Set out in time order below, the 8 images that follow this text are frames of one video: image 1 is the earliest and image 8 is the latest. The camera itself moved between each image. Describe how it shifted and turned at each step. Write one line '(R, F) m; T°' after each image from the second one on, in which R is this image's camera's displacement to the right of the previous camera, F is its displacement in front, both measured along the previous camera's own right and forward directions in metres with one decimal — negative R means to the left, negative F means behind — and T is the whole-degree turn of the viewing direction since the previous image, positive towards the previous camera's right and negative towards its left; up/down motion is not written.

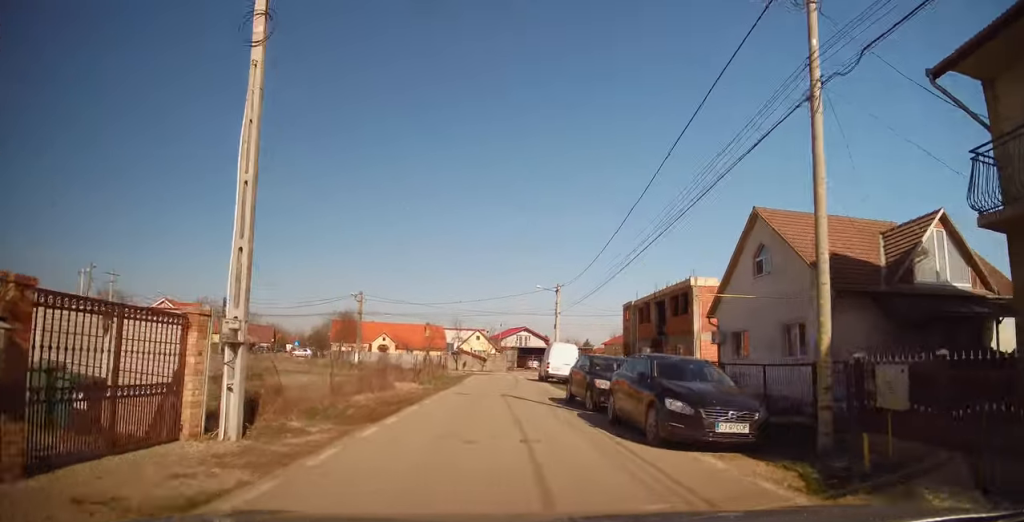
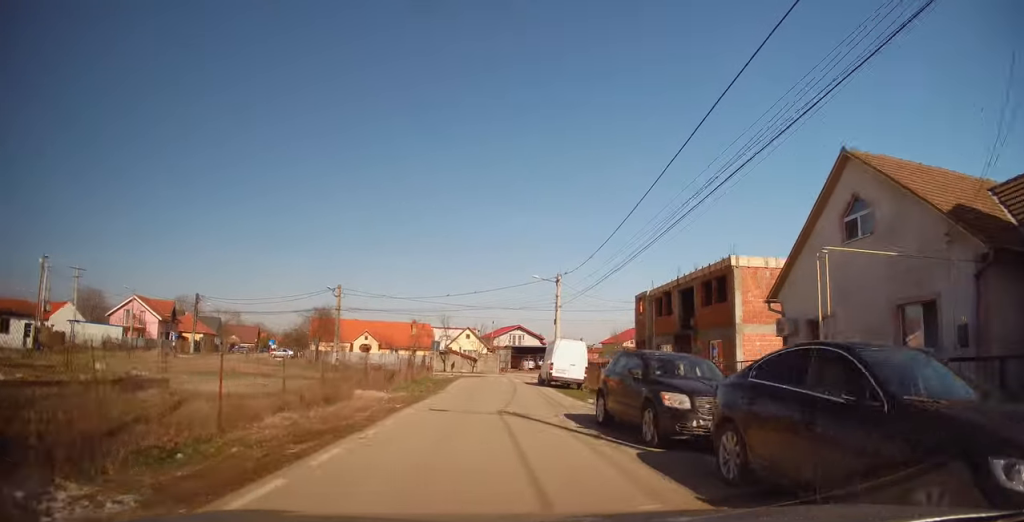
(0.0, +6.0) m; 0°
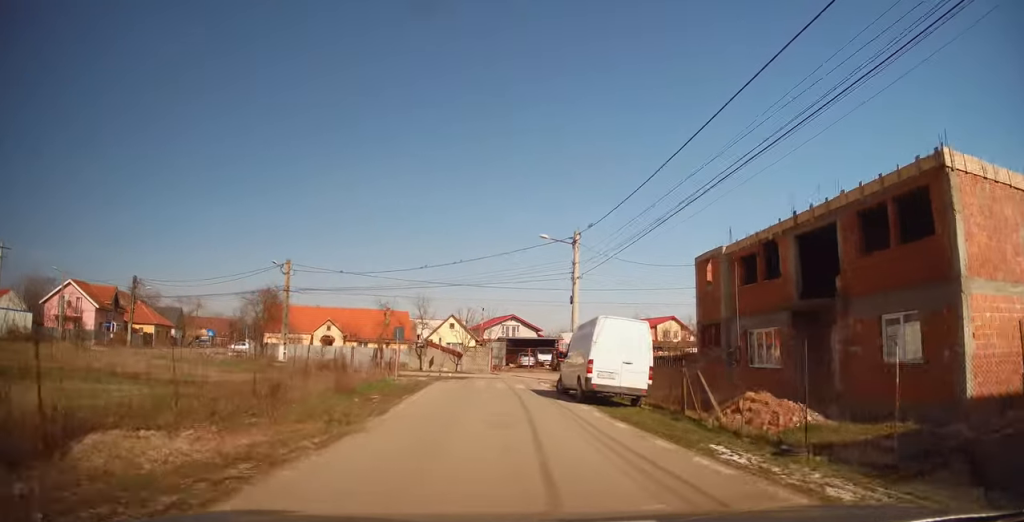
(-0.2, +12.6) m; -2°
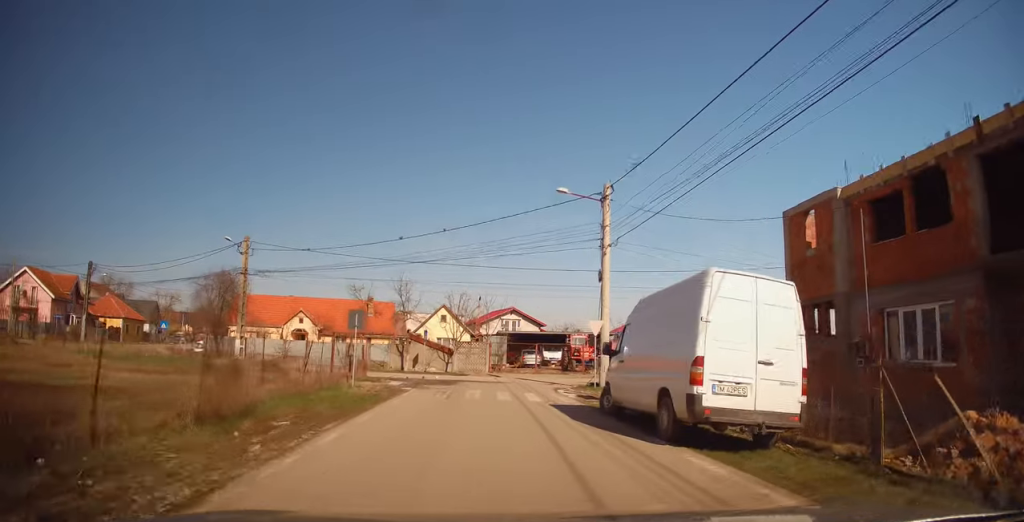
(0.0, +8.0) m; +3°
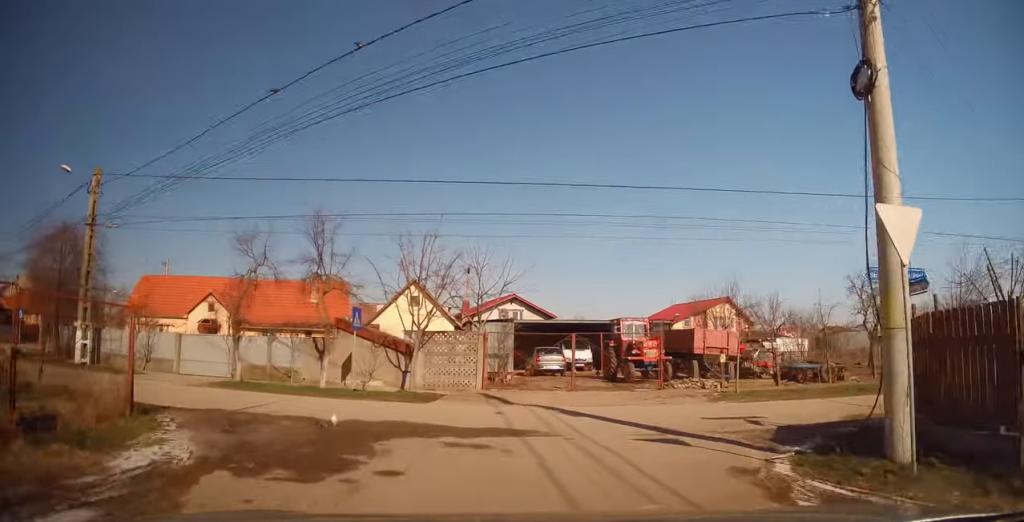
(+0.4, +15.4) m; -2°
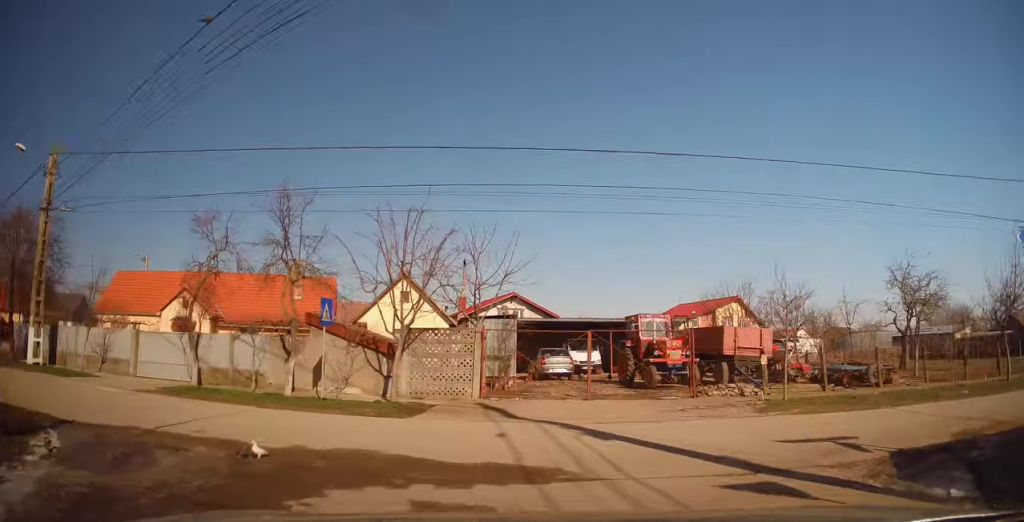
(-0.1, +2.8) m; +1°
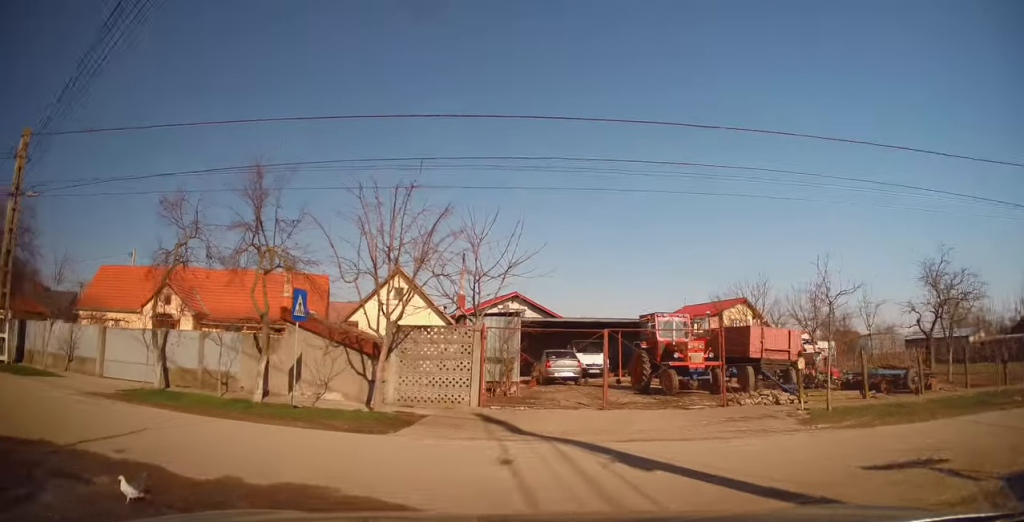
(-0.1, +2.4) m; +1°
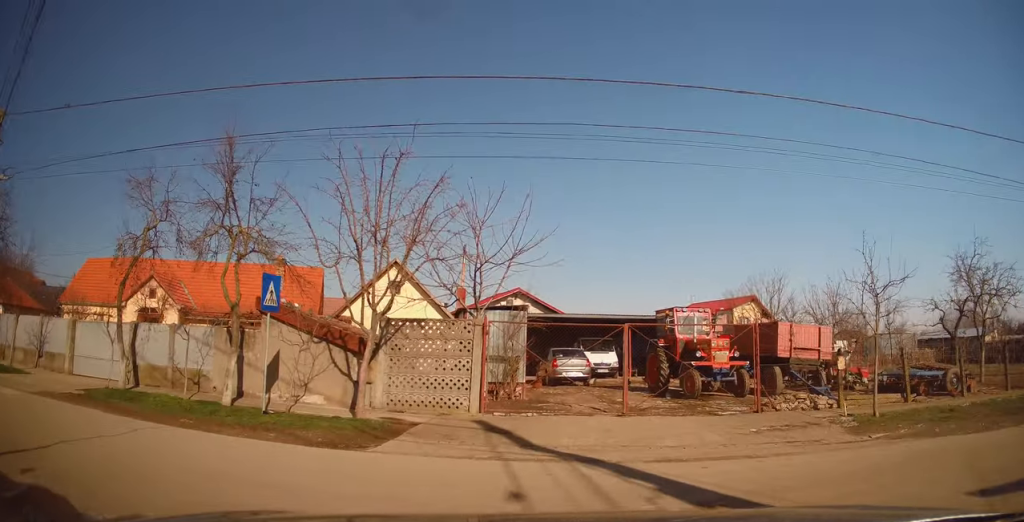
(+0.2, +2.4) m; +2°
